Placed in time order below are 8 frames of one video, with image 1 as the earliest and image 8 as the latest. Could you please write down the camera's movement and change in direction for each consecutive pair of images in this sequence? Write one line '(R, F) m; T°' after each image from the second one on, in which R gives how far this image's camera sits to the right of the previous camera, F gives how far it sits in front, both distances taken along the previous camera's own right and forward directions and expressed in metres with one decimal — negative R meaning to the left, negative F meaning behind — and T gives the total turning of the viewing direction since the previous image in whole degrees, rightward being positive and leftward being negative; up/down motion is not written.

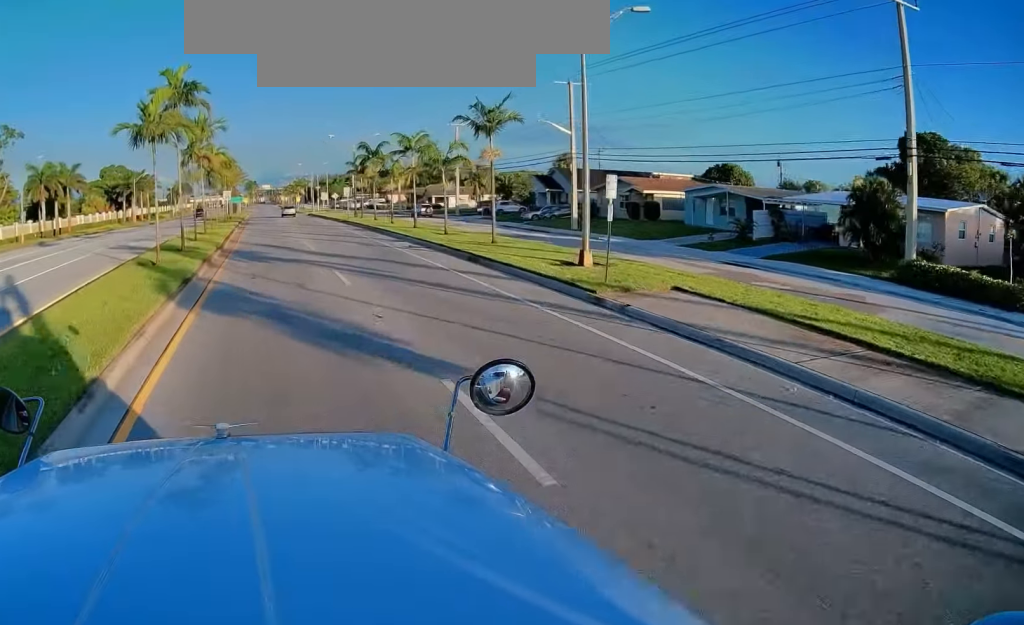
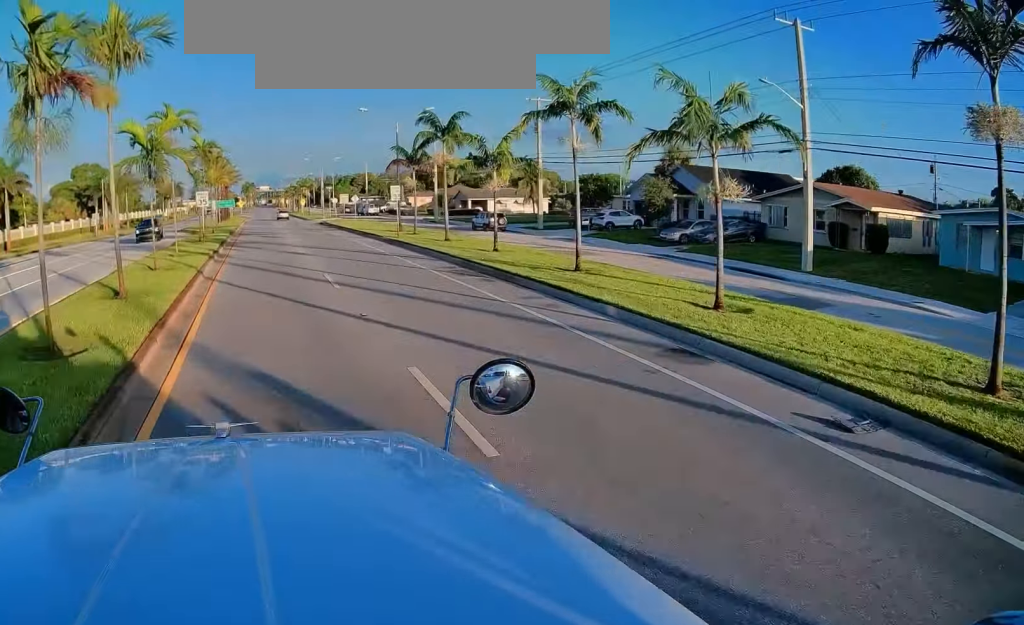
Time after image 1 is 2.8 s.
(-0.1, +25.6) m; -1°
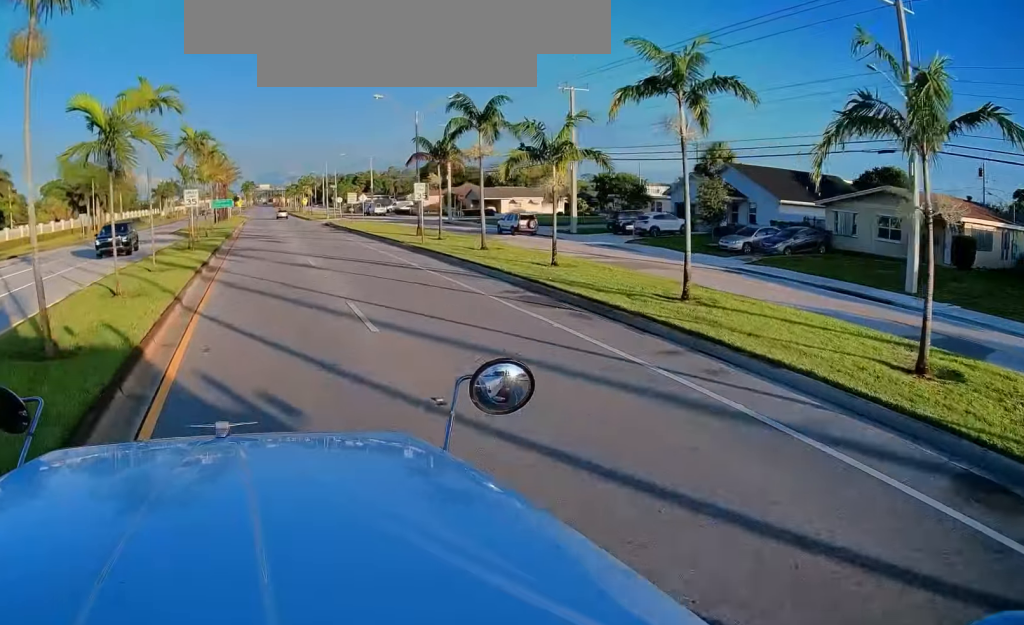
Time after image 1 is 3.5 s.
(-0.1, +7.3) m; 0°
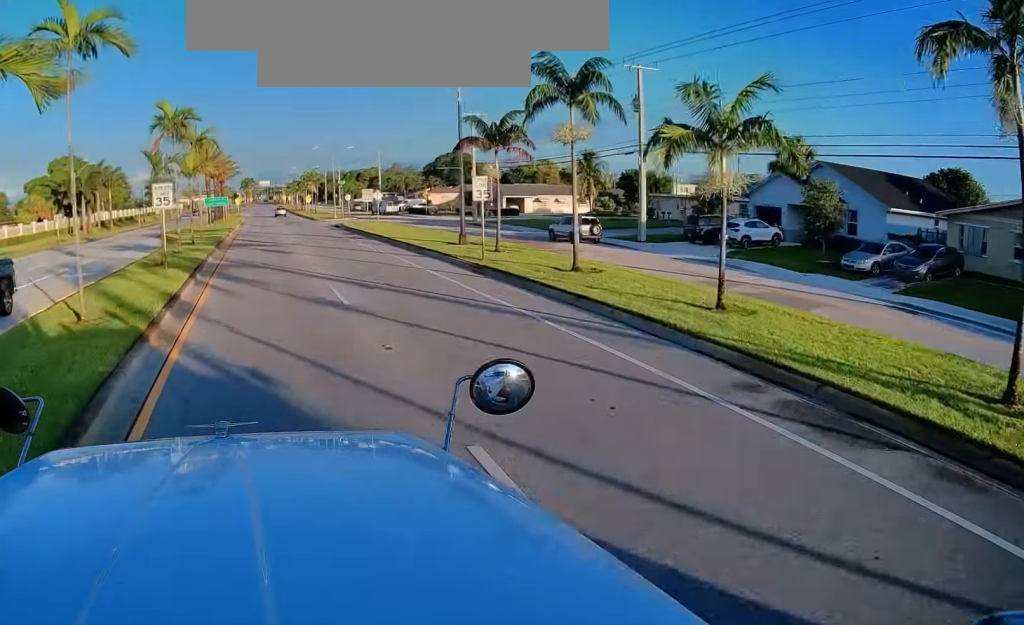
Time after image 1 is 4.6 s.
(0.0, +9.6) m; 0°
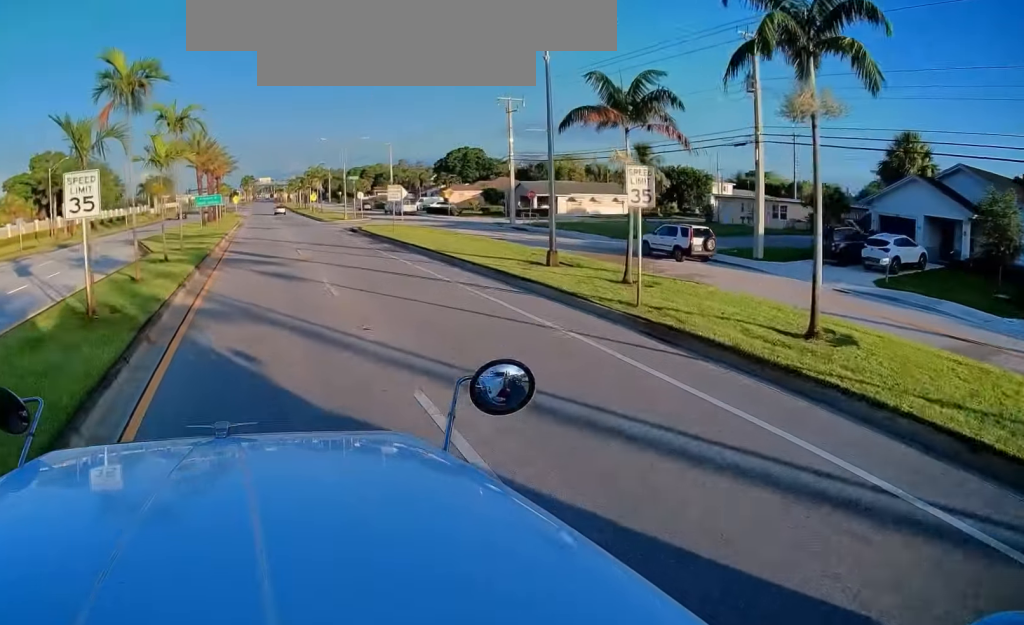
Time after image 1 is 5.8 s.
(0.0, +11.3) m; 0°
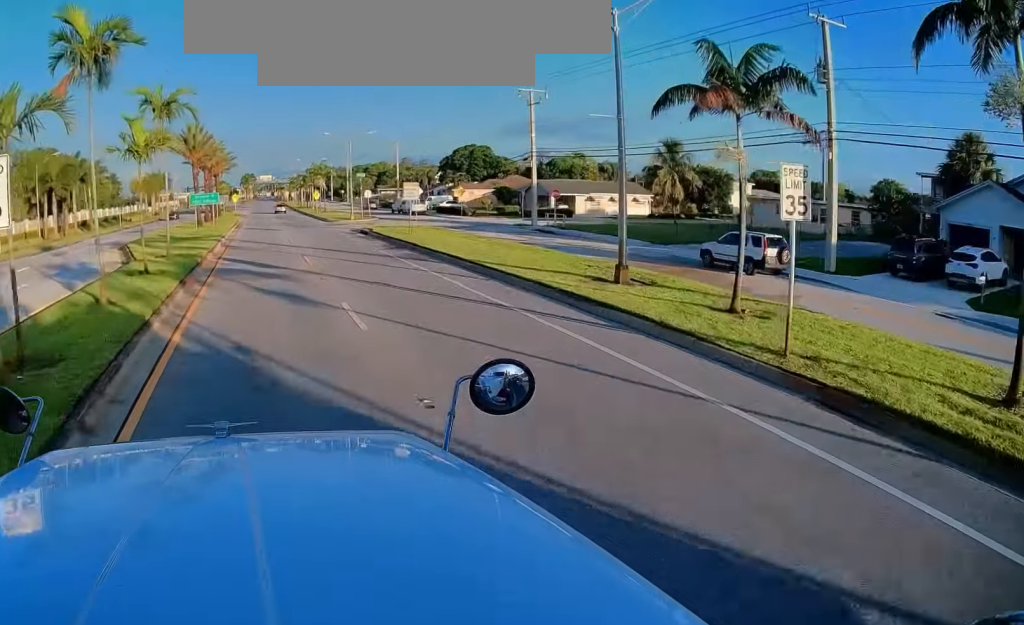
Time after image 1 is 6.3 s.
(0.0, +5.4) m; 0°
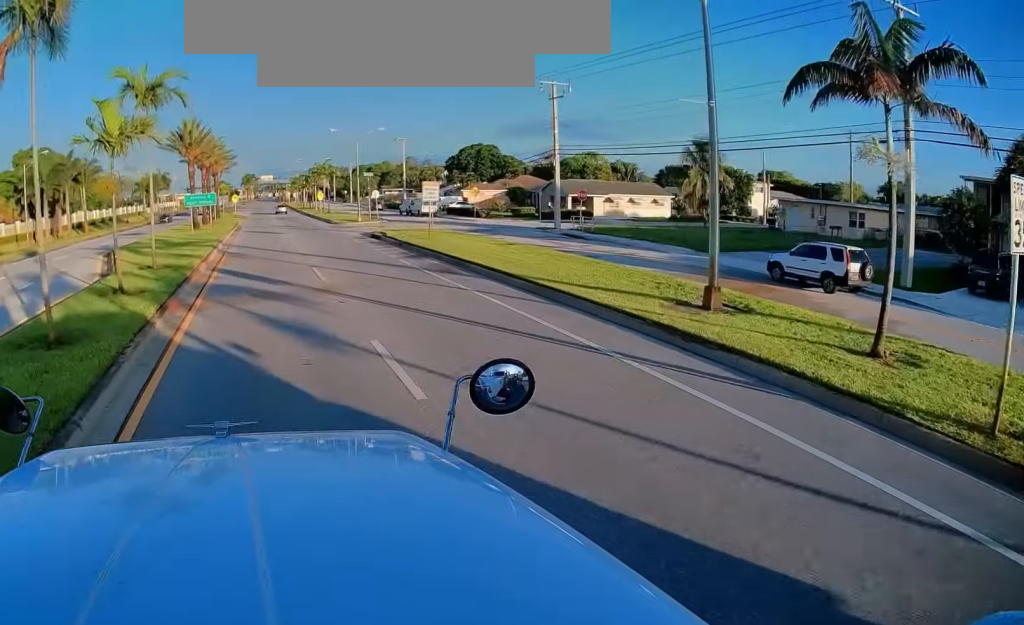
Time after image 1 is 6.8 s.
(0.0, +5.7) m; 0°
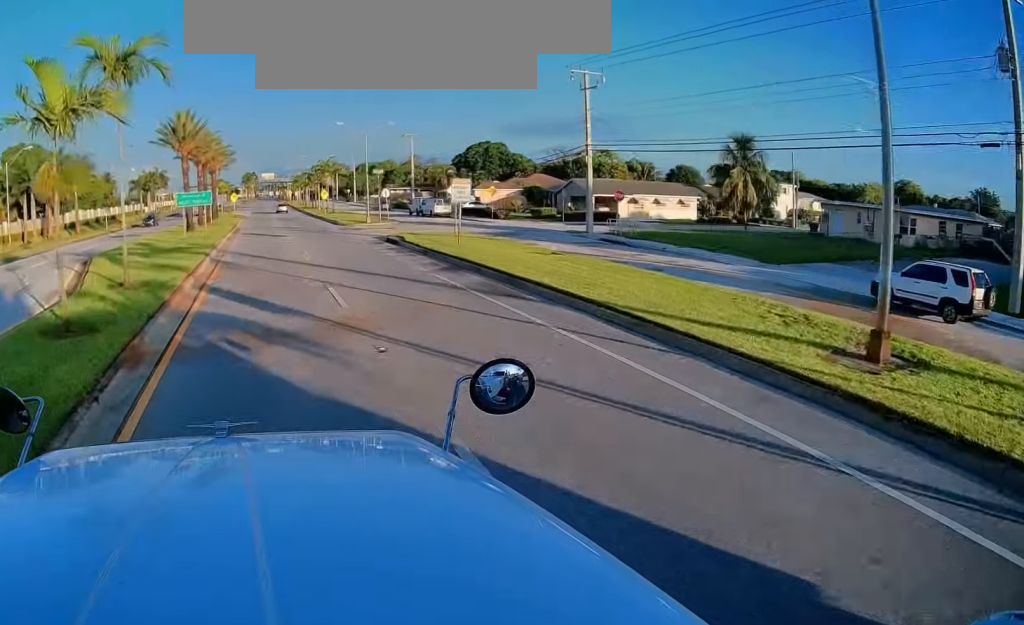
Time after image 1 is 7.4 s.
(+0.1, +5.7) m; +1°
